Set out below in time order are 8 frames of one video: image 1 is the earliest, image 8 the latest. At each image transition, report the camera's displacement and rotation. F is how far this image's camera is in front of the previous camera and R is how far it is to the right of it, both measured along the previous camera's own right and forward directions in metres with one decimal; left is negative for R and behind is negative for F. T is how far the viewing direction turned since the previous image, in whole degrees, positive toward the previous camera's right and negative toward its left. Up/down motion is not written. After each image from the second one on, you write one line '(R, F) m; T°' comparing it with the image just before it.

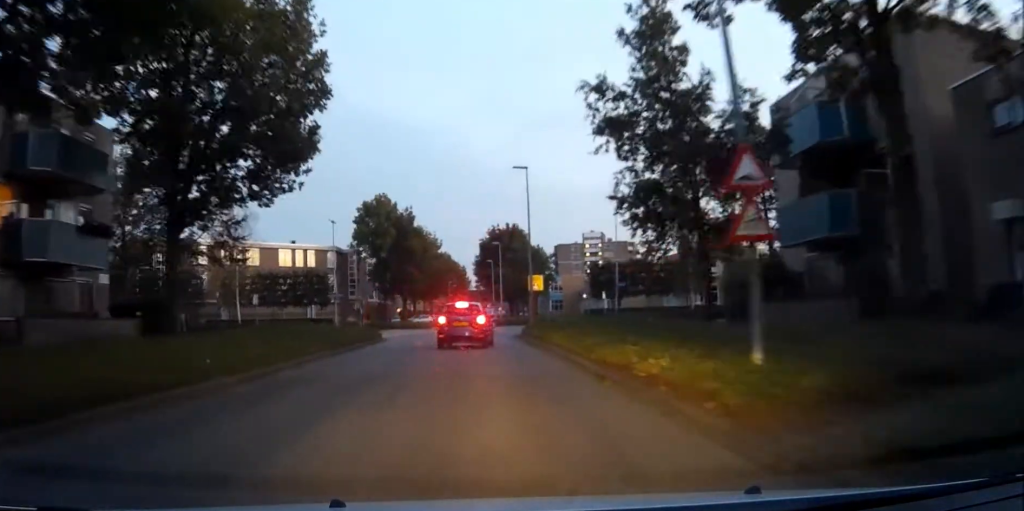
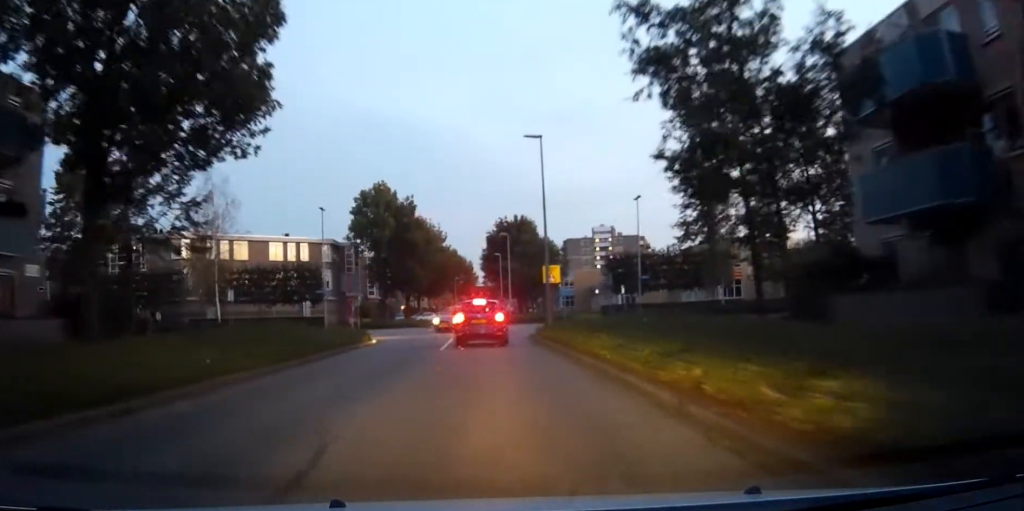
(-0.1, +5.9) m; -1°
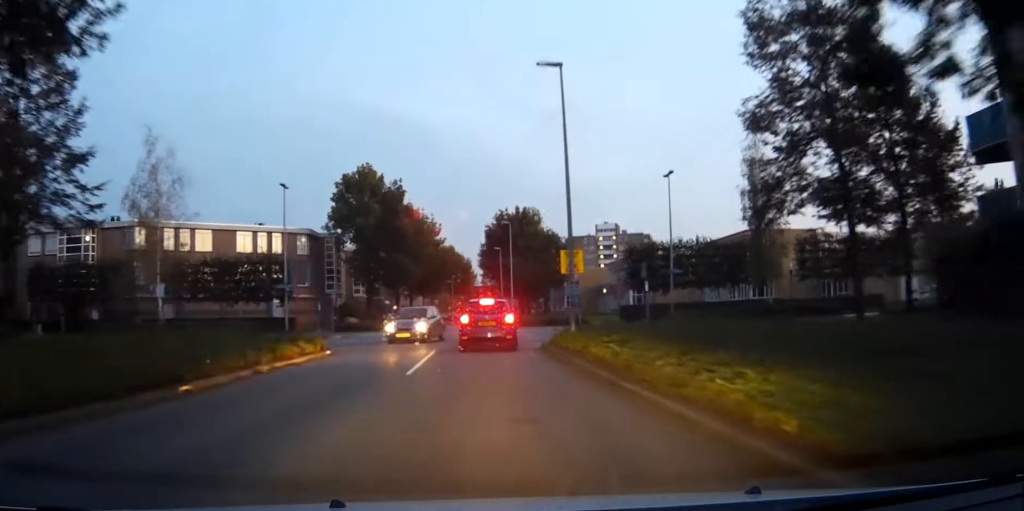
(-0.1, +9.4) m; -1°
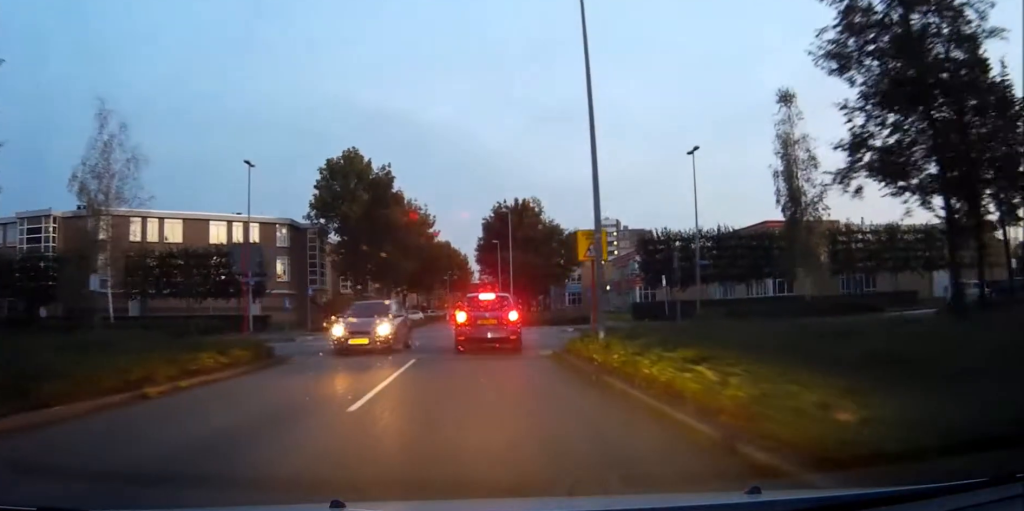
(0.0, +6.1) m; -1°
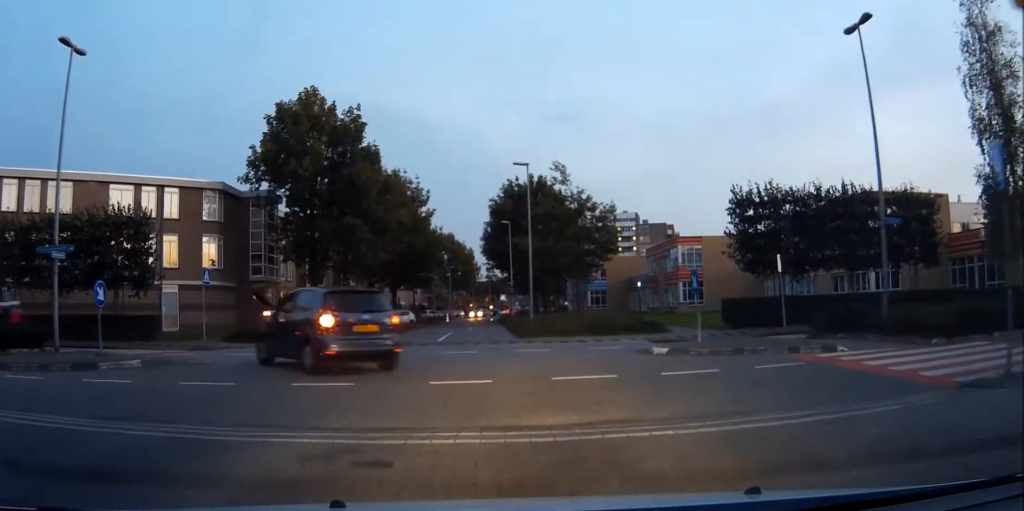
(-0.4, +19.3) m; -2°
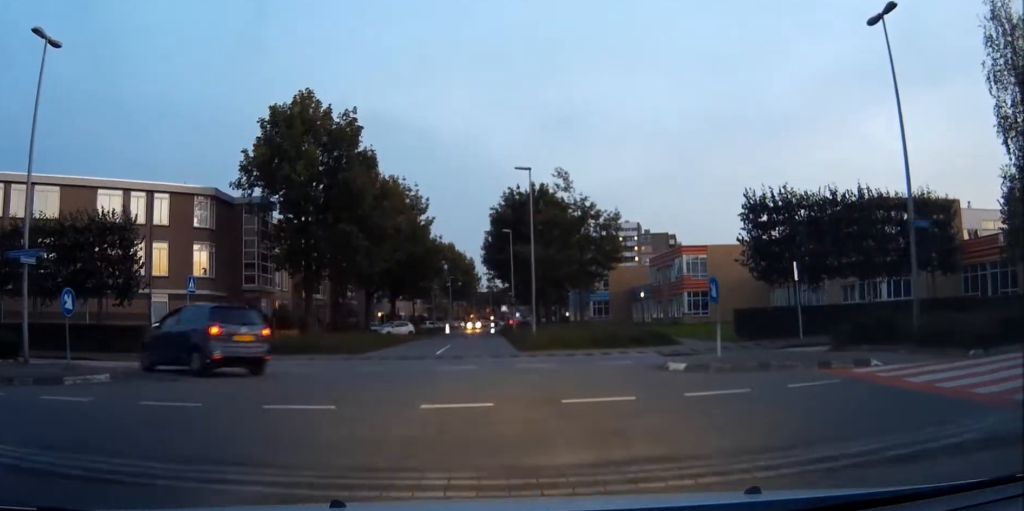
(0.0, +1.7) m; +1°
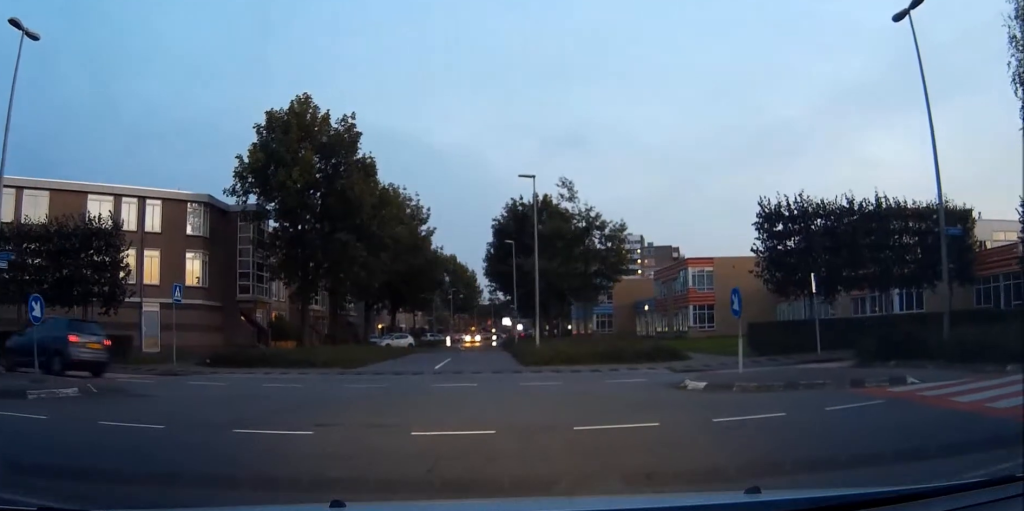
(0.0, +1.7) m; +1°
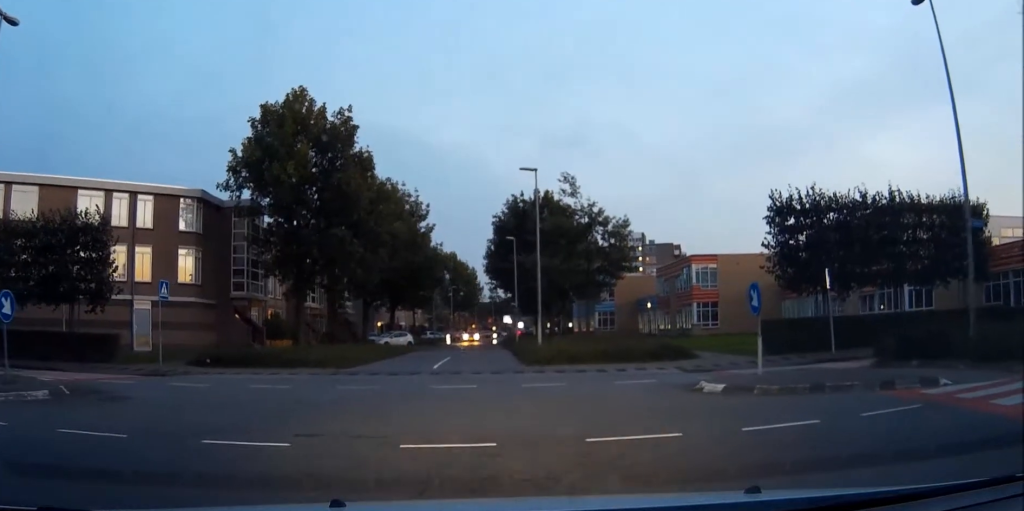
(0.0, +1.1) m; 0°
